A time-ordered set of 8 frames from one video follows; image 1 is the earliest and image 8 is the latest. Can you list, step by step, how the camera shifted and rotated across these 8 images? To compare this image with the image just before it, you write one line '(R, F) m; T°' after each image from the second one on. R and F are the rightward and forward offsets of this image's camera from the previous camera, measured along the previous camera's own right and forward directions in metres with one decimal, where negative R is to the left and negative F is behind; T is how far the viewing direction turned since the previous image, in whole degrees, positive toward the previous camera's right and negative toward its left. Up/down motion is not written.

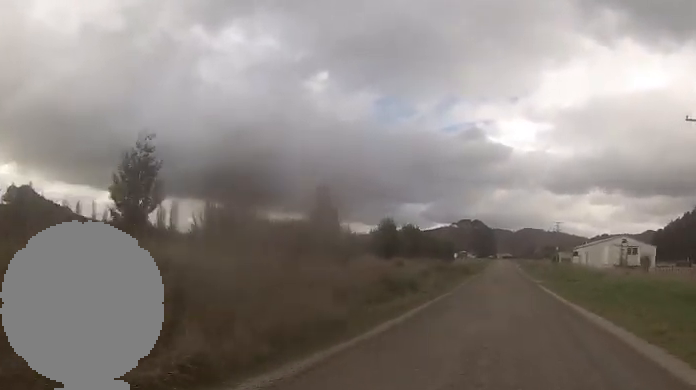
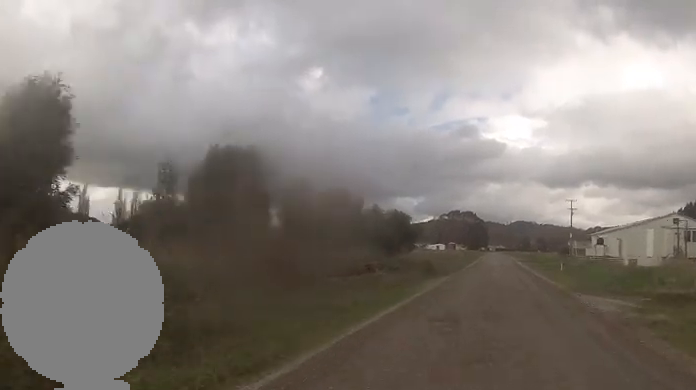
(-0.7, +27.3) m; 0°
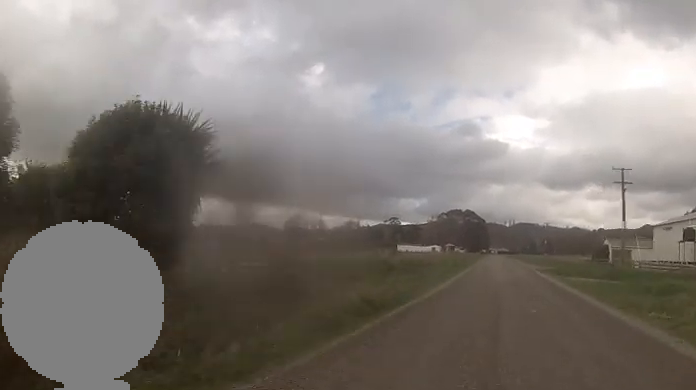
(+0.5, +29.4) m; +2°
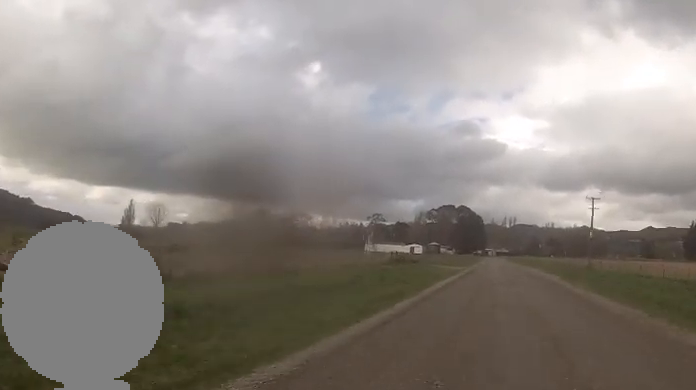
(-1.2, +61.5) m; -3°
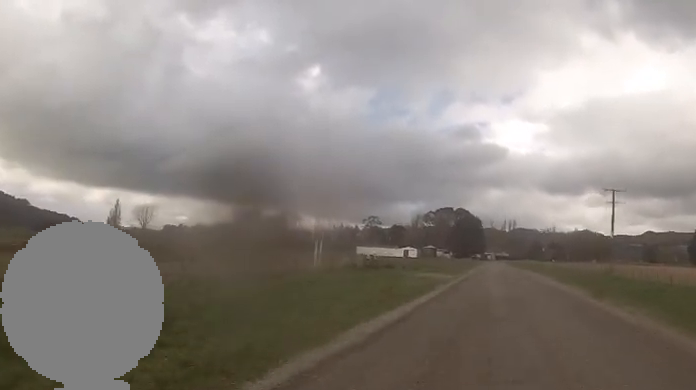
(-0.1, +12.0) m; 0°
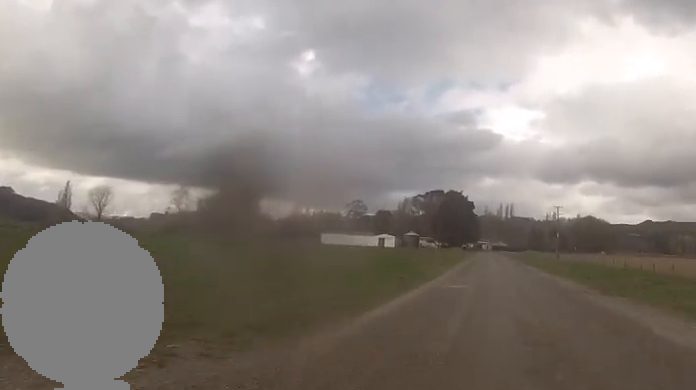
(+0.2, +35.0) m; +3°
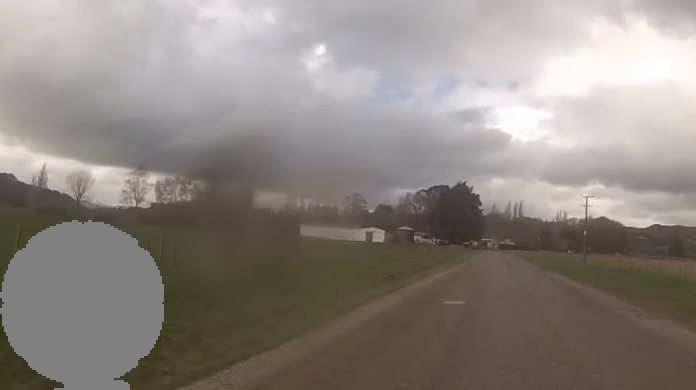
(+1.0, +21.7) m; +1°
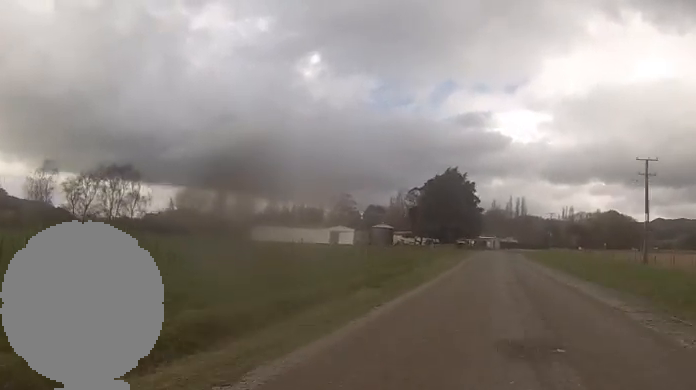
(-0.1, +26.9) m; 0°
